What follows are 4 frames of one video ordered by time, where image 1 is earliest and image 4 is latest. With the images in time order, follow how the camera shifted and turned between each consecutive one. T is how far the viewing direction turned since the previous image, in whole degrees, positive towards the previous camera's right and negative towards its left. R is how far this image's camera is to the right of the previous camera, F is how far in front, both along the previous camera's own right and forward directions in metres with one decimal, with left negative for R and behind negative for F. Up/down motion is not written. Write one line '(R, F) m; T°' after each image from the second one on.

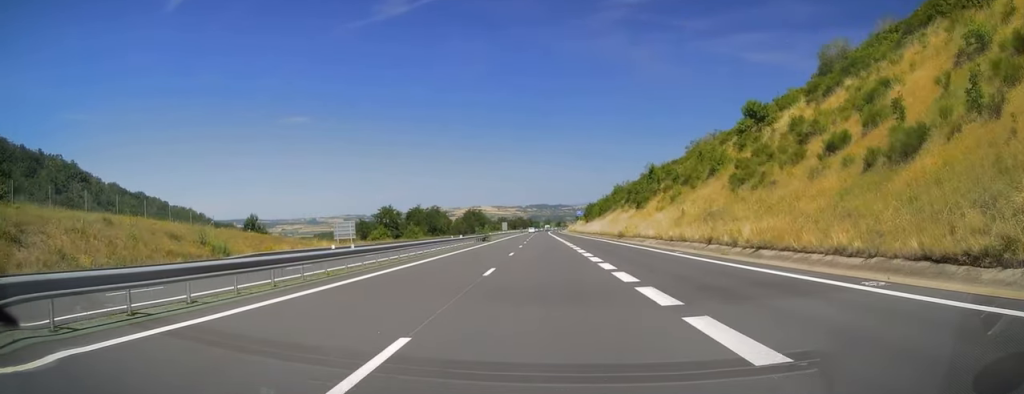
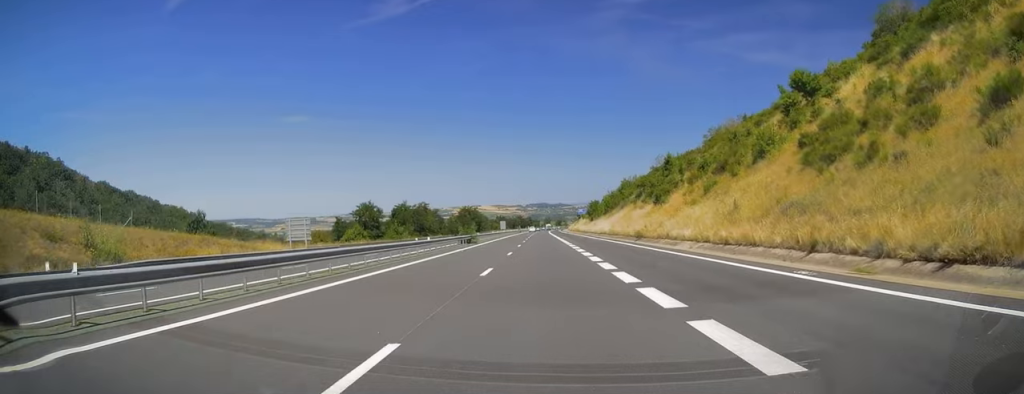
(+0.1, +13.5) m; 0°
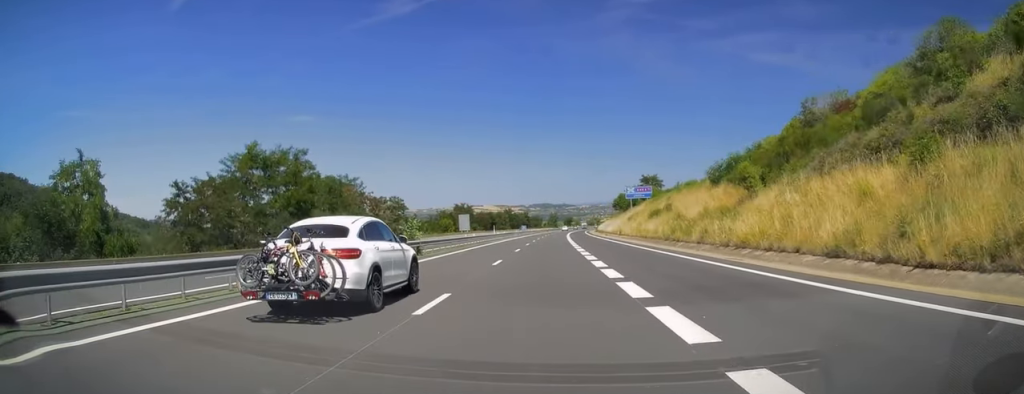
(-1.6, +150.9) m; -1°
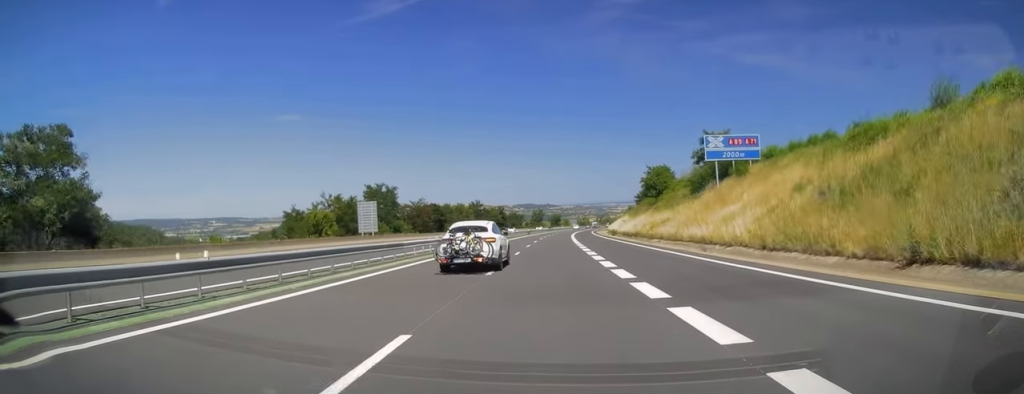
(+1.0, +69.7) m; +1°
